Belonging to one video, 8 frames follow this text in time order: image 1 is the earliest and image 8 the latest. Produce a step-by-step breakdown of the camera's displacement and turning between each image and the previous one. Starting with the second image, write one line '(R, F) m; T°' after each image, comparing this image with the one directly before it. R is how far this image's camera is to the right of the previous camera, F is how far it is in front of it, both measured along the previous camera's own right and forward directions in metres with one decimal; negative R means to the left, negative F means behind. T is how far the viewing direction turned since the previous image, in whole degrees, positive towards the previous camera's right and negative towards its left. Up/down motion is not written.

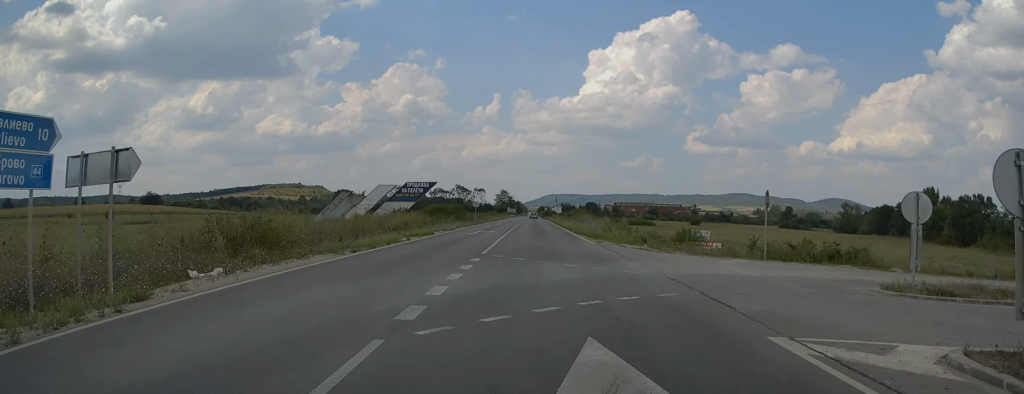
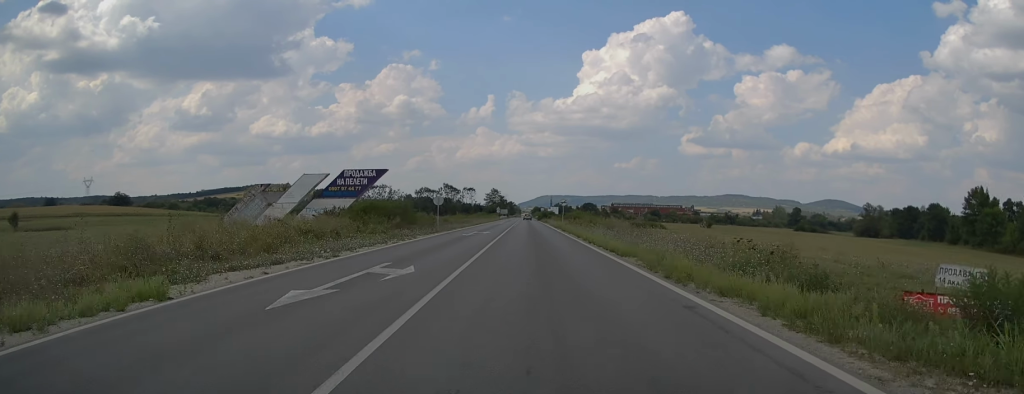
(-0.1, +26.5) m; 0°
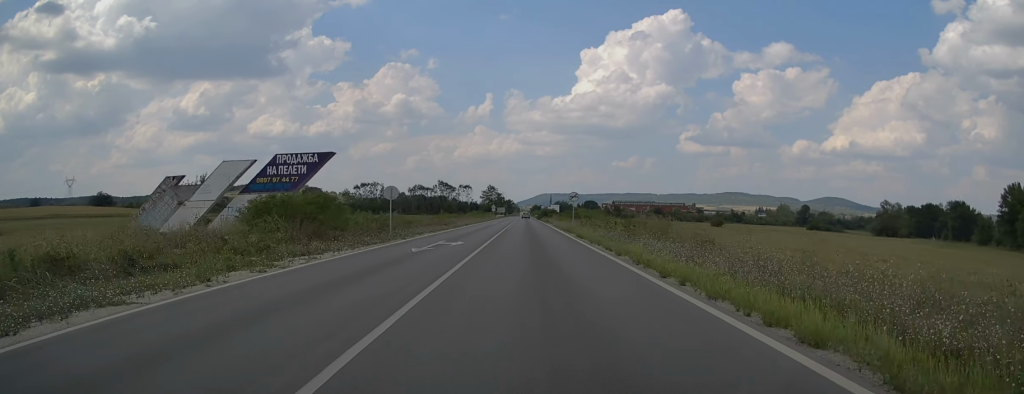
(0.0, +15.6) m; 0°
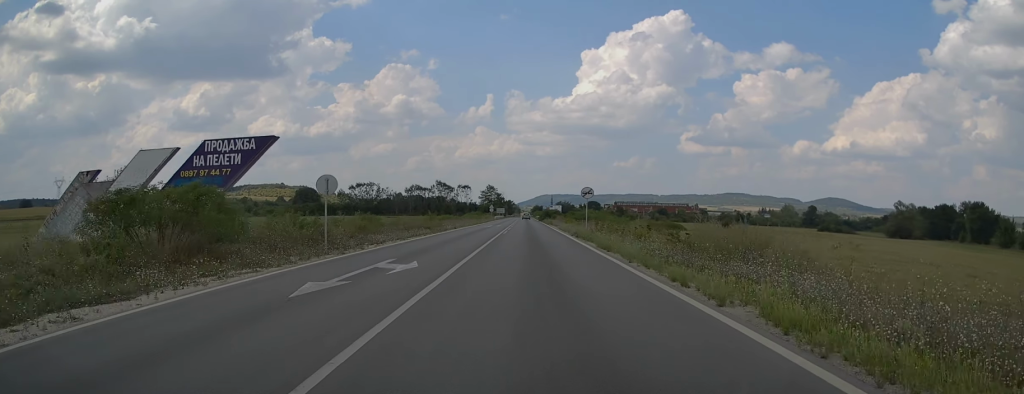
(+0.1, +10.1) m; 0°
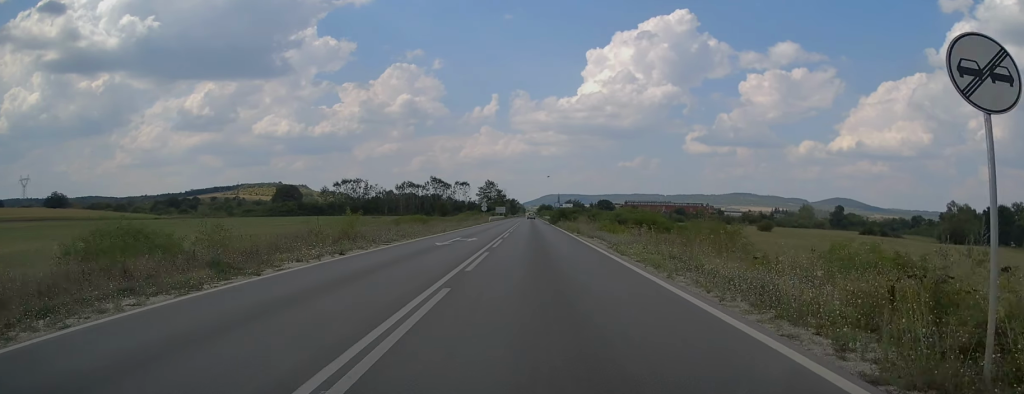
(-0.1, +32.5) m; 0°
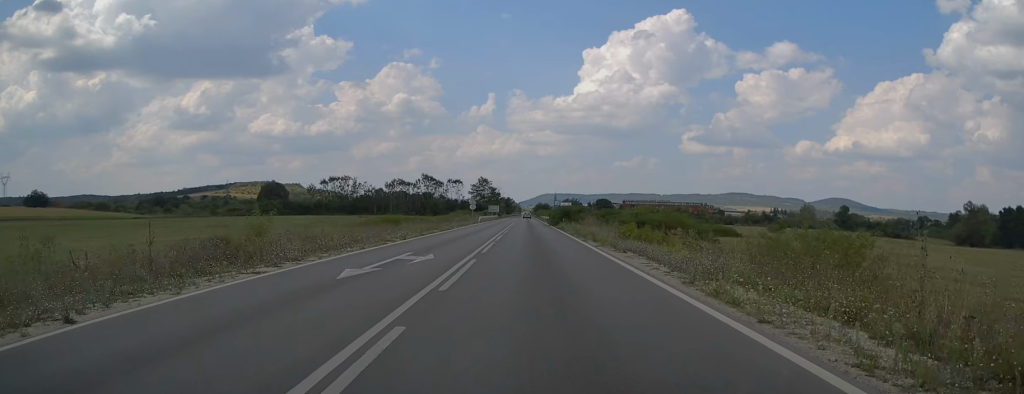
(+0.1, +12.2) m; 0°
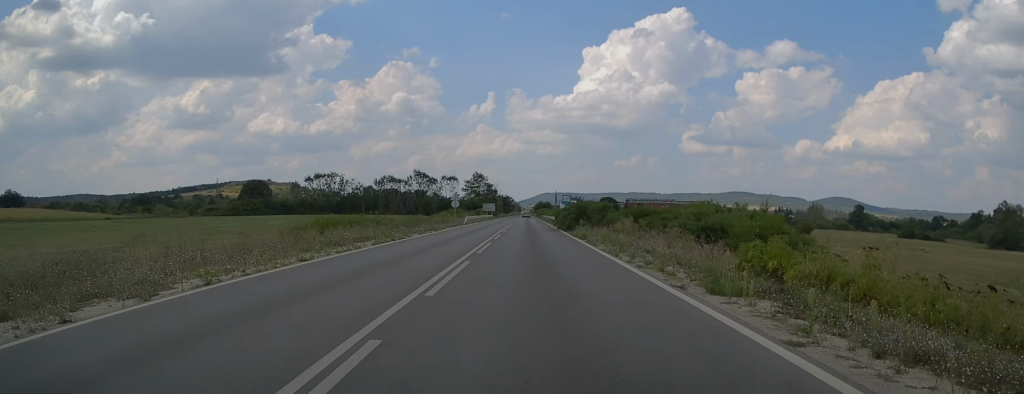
(0.0, +18.4) m; 0°
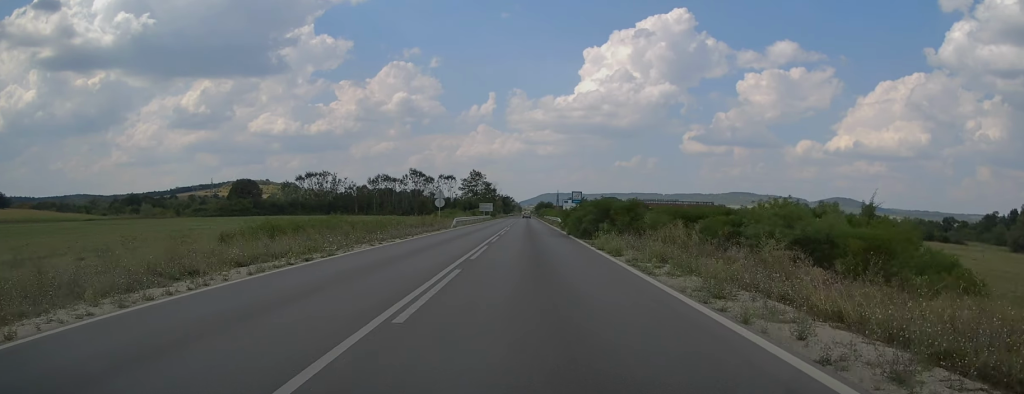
(-0.2, +10.9) m; 0°
